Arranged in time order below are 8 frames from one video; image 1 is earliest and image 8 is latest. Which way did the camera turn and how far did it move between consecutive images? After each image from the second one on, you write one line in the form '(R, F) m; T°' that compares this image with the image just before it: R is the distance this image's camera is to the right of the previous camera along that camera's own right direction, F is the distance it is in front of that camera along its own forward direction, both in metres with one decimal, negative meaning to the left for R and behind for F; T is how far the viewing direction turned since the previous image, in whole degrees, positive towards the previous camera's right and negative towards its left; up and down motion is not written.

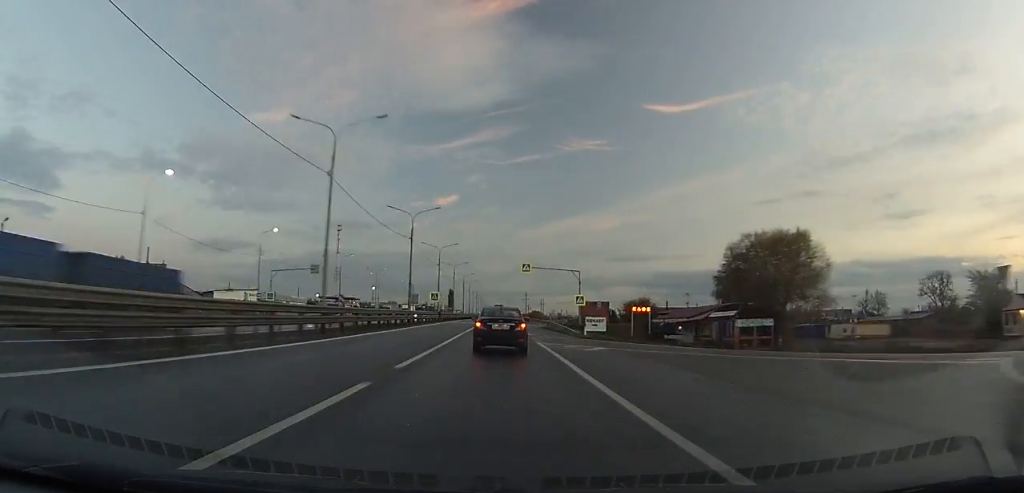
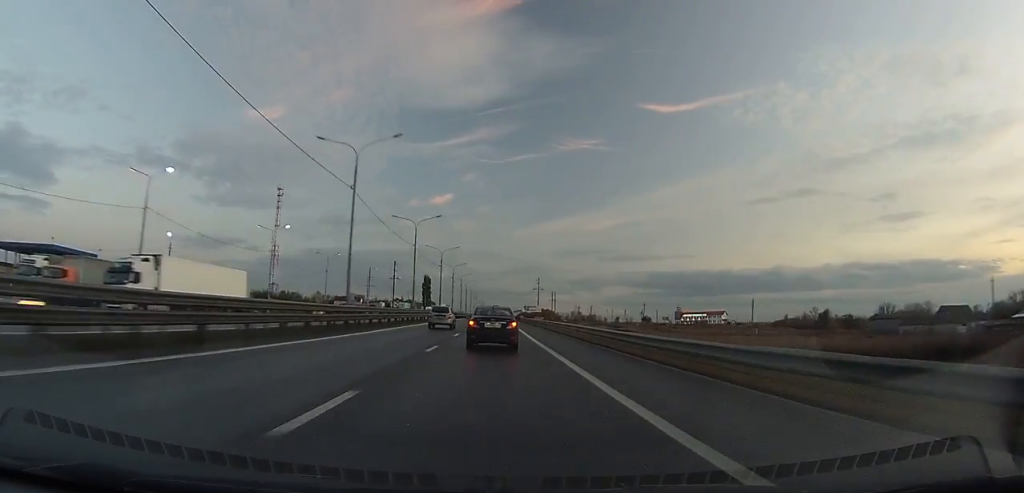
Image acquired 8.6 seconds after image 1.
(+0.3, +147.0) m; 0°
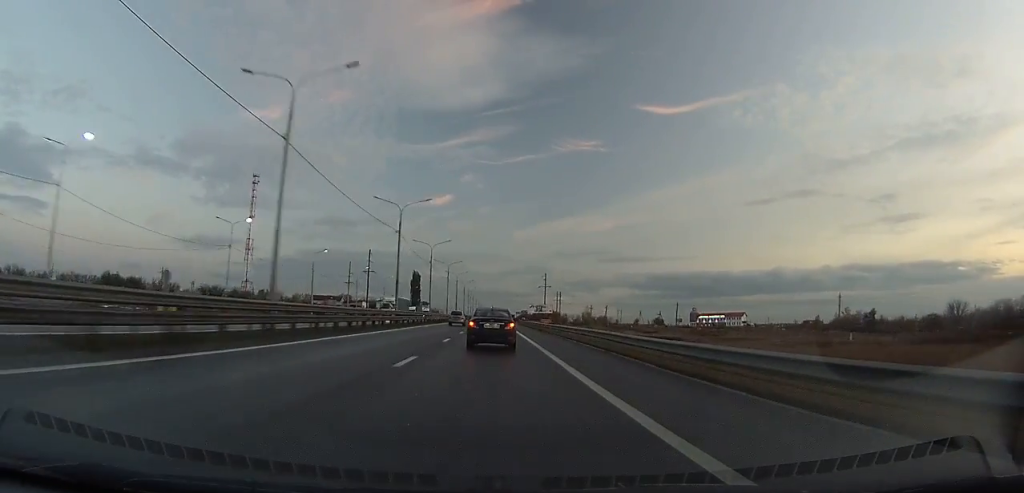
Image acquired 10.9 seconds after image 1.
(-0.1, +38.8) m; 0°
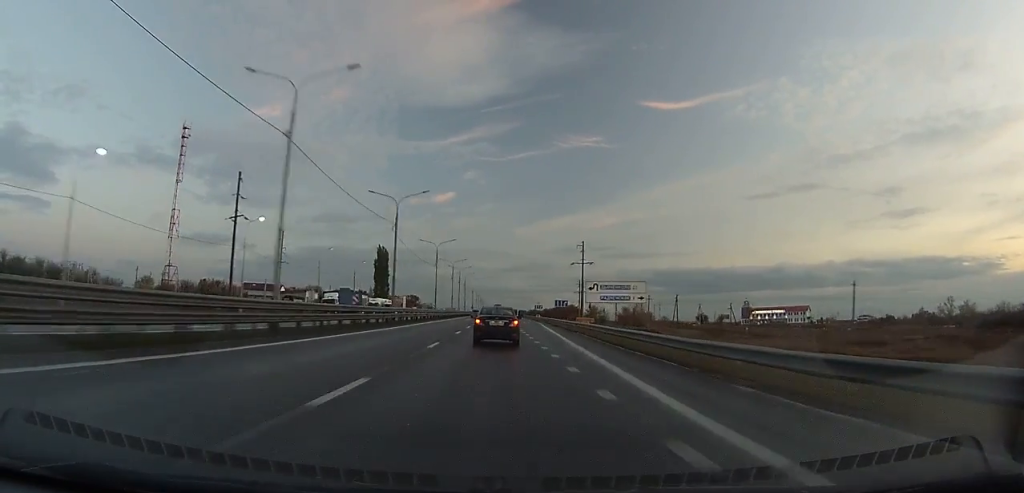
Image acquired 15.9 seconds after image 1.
(-0.2, +84.7) m; 0°
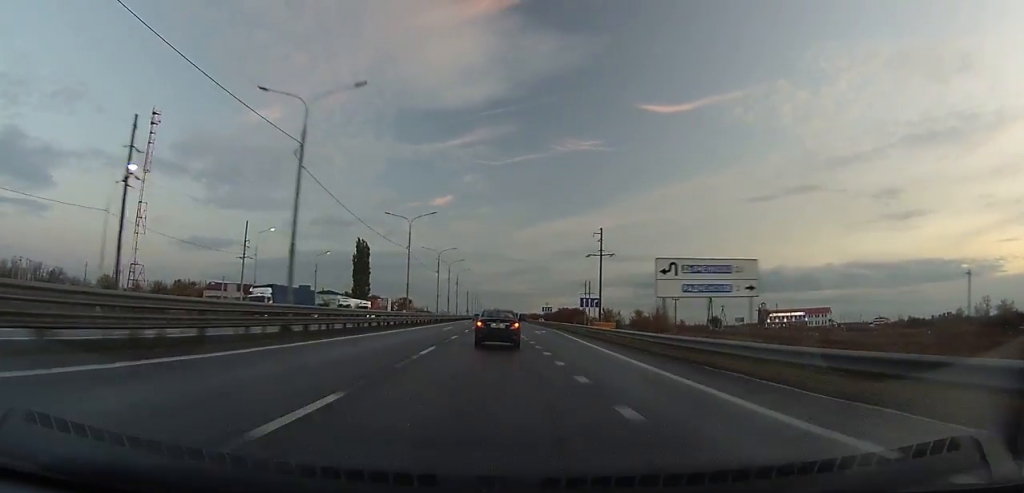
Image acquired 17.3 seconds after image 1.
(0.0, +25.5) m; 0°
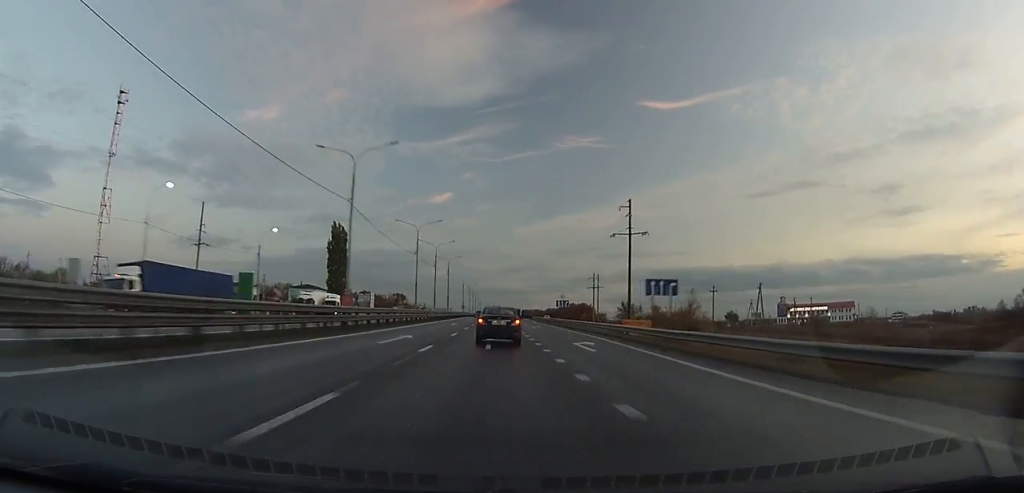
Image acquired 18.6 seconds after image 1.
(0.0, +24.0) m; 0°
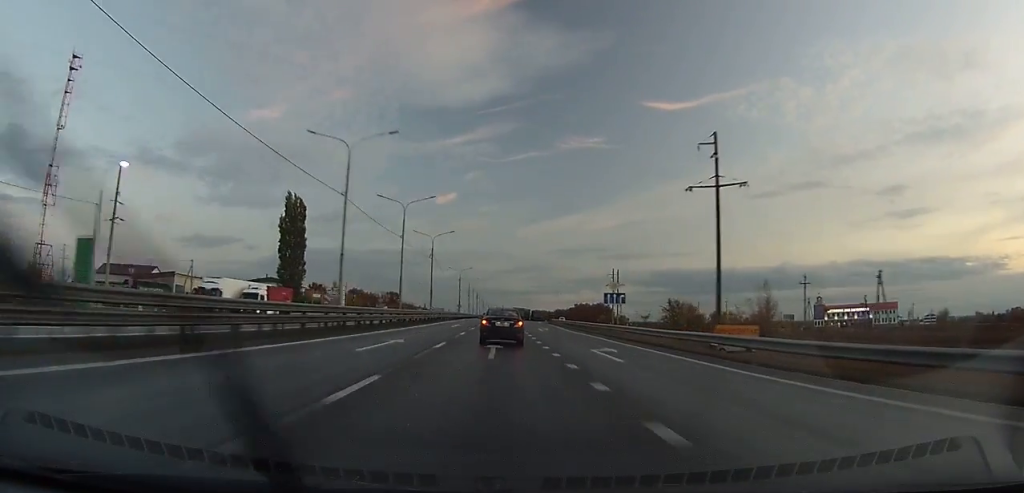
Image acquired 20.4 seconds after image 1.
(0.0, +34.9) m; 0°
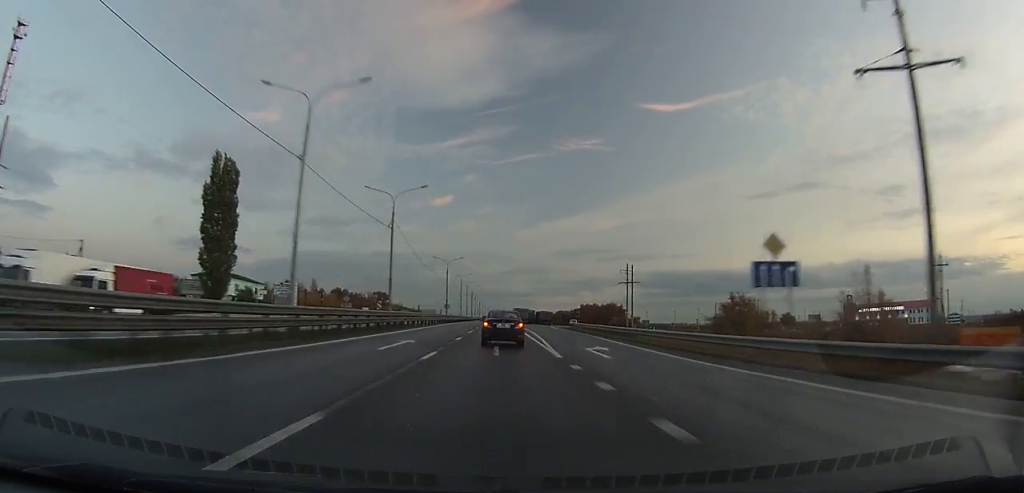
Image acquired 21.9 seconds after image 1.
(0.0, +28.9) m; 0°
